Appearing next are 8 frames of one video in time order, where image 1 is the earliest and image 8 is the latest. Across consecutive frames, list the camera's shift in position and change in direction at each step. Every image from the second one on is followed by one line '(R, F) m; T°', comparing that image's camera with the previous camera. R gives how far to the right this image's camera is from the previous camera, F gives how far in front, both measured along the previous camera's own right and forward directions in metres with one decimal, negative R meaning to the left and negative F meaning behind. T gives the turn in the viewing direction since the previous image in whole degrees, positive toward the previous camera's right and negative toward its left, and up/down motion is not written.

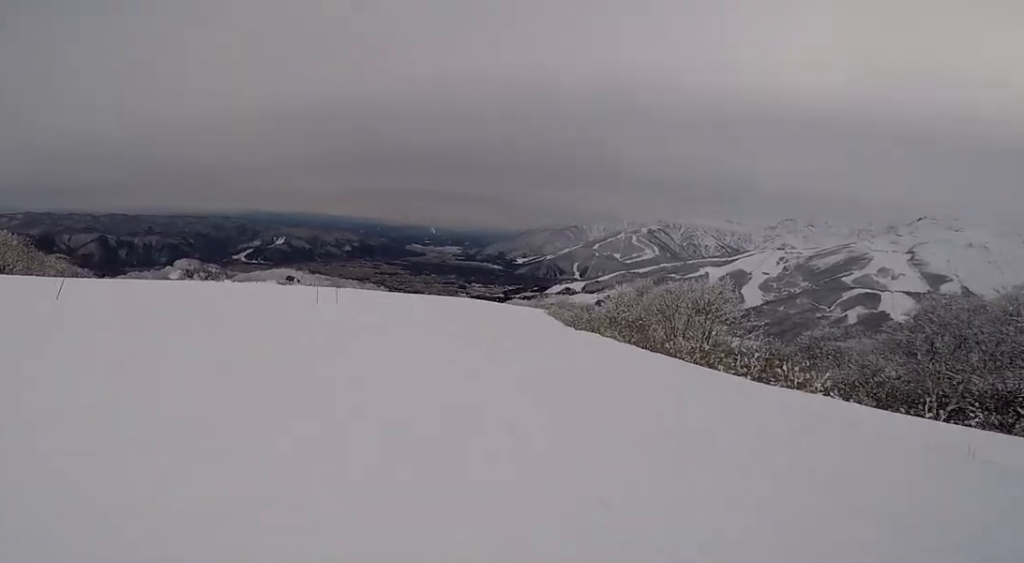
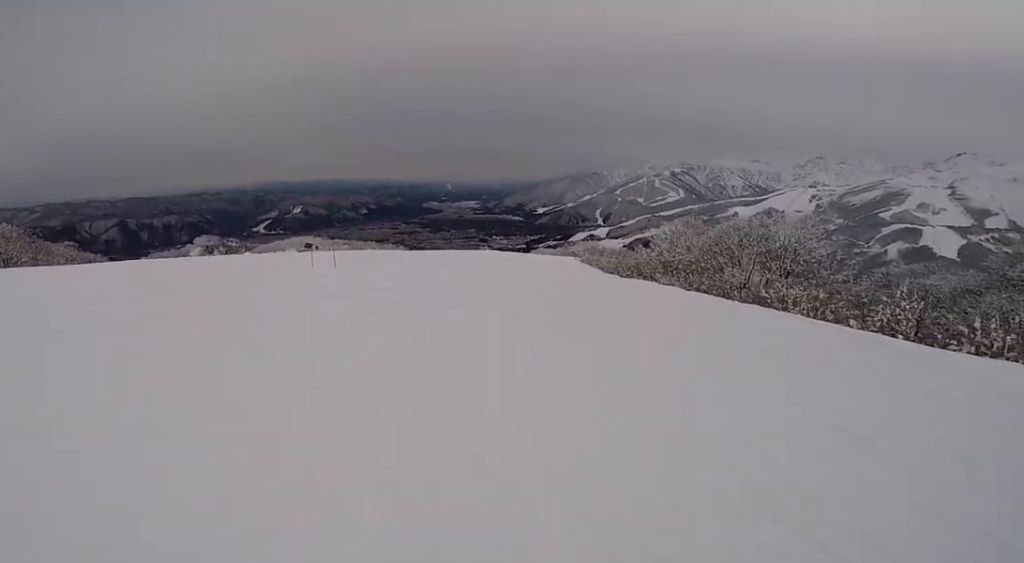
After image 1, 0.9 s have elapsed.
(-0.9, +6.0) m; +1°
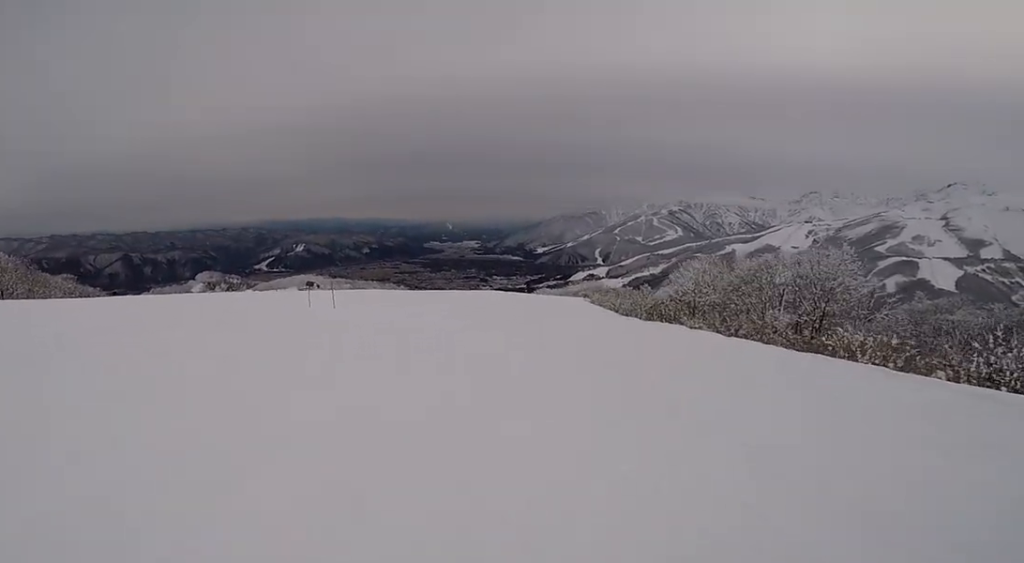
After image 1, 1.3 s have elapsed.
(+0.3, +2.9) m; +3°
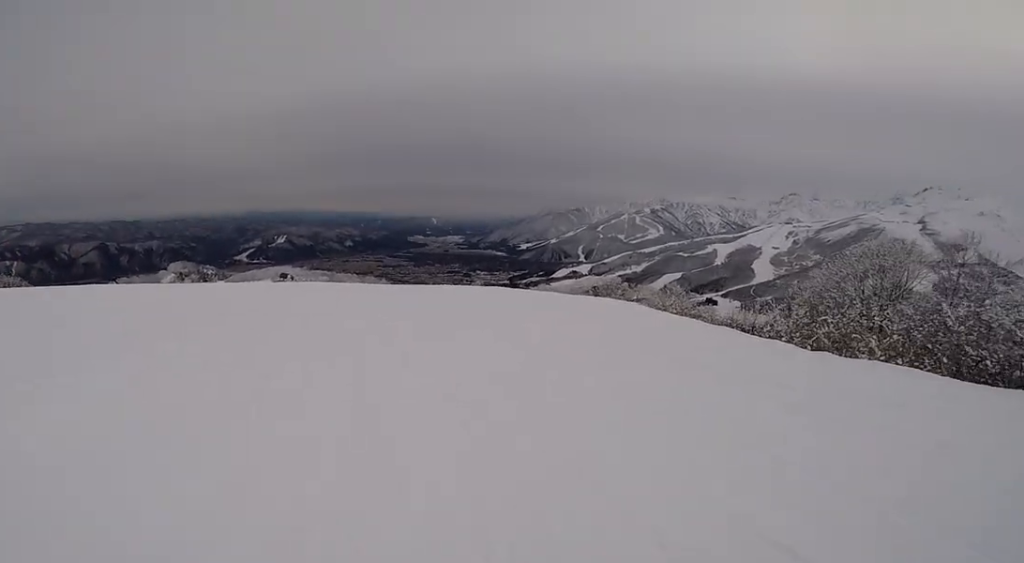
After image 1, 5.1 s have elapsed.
(-0.7, +23.6) m; -11°
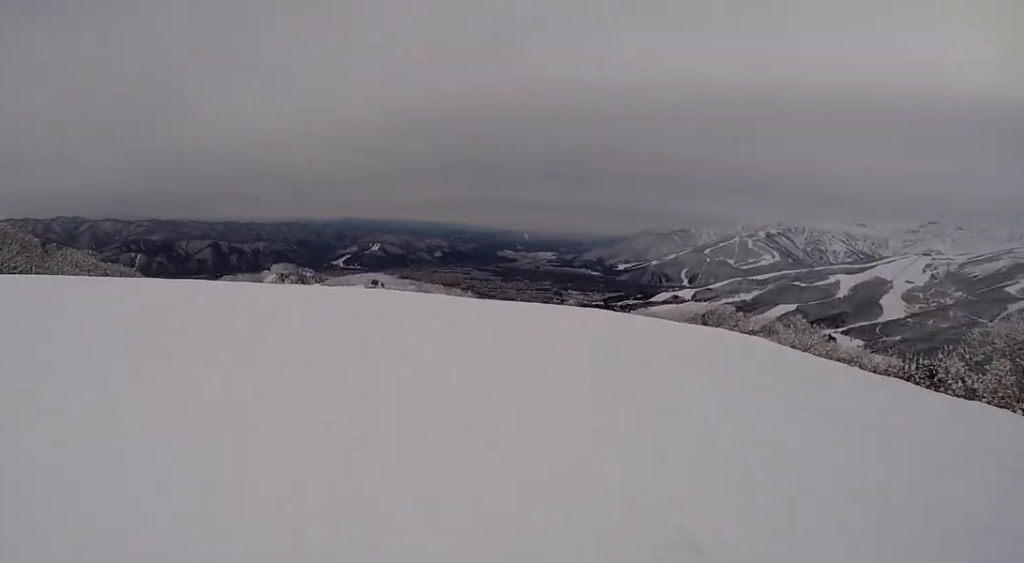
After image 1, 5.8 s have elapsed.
(-0.3, +3.9) m; -4°
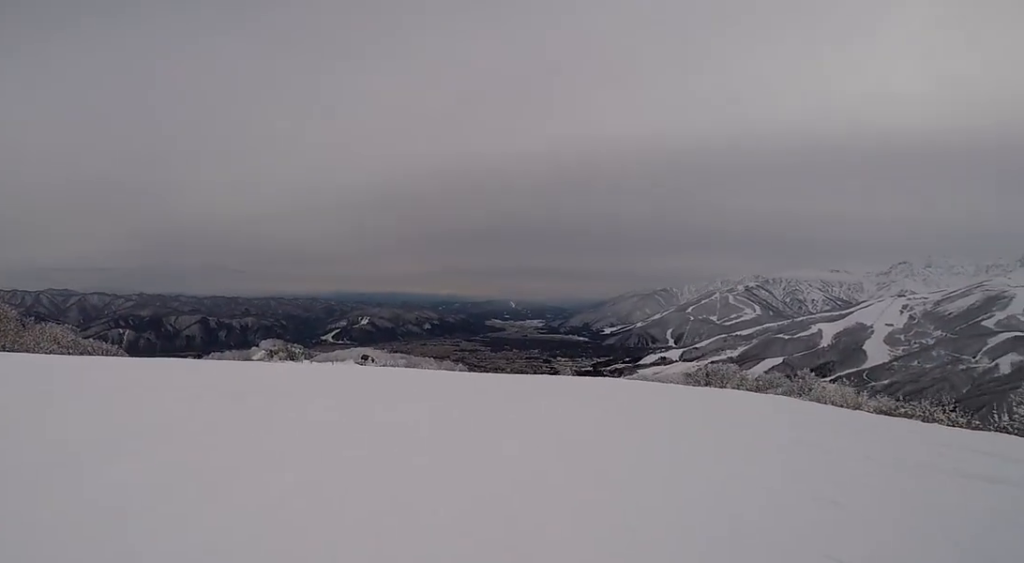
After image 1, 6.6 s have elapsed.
(-0.1, +4.9) m; -1°
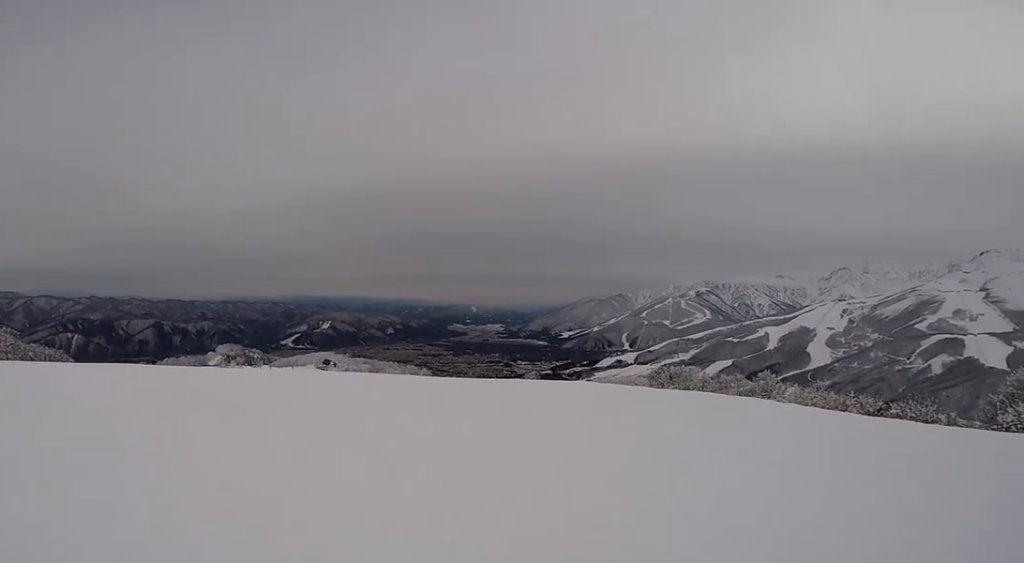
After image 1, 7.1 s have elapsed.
(0.0, +3.0) m; -1°
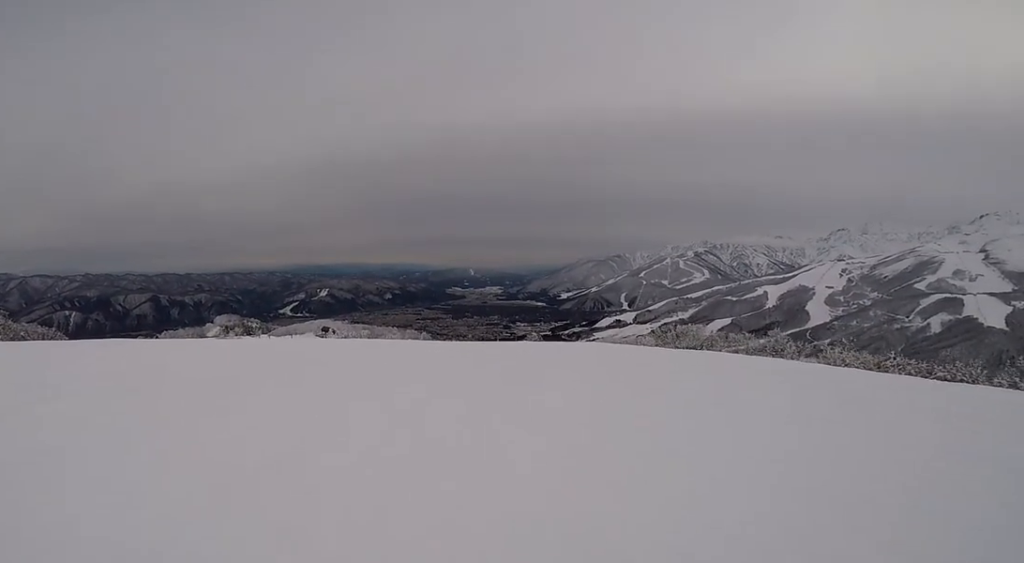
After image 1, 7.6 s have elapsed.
(0.0, +2.8) m; -3°
